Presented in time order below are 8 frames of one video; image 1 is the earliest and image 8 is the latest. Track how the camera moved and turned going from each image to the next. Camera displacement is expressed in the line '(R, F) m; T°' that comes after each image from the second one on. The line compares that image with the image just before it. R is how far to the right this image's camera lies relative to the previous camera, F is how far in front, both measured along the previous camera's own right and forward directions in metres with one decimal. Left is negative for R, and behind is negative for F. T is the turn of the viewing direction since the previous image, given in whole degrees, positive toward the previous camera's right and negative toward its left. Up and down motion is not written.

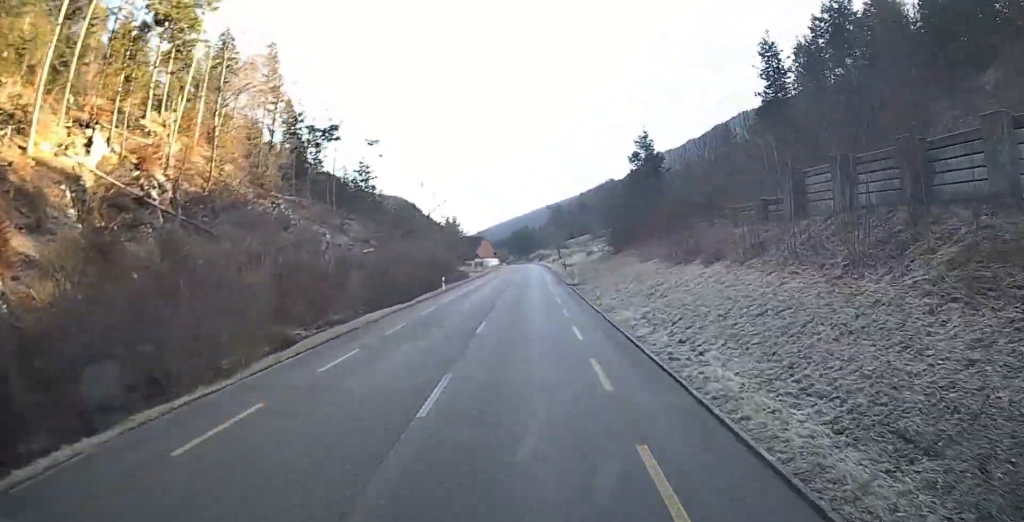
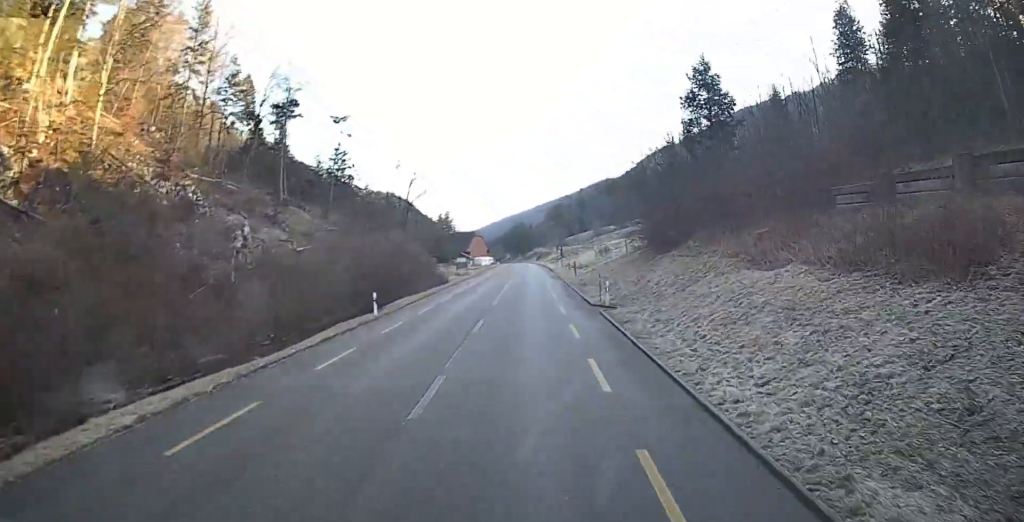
(0.0, +17.4) m; +2°
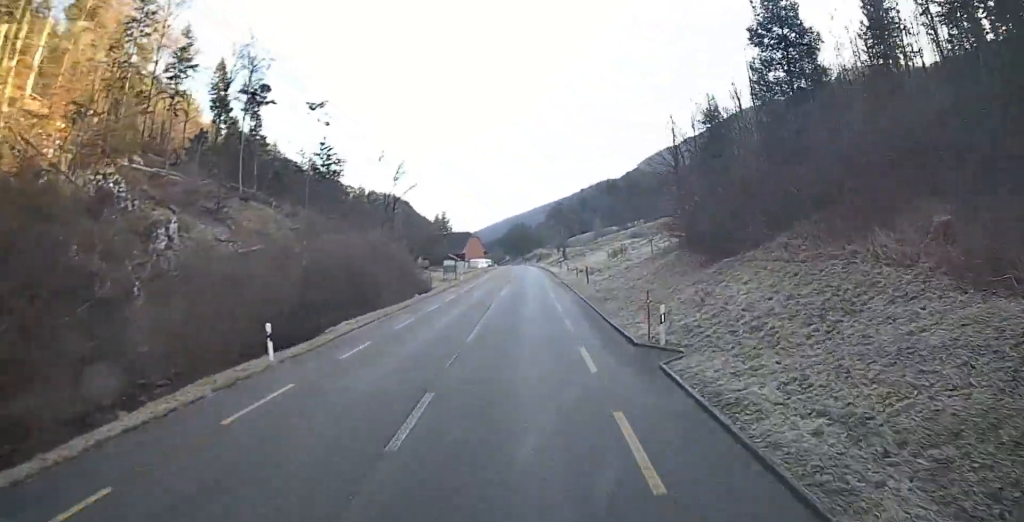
(+0.4, +9.9) m; +1°
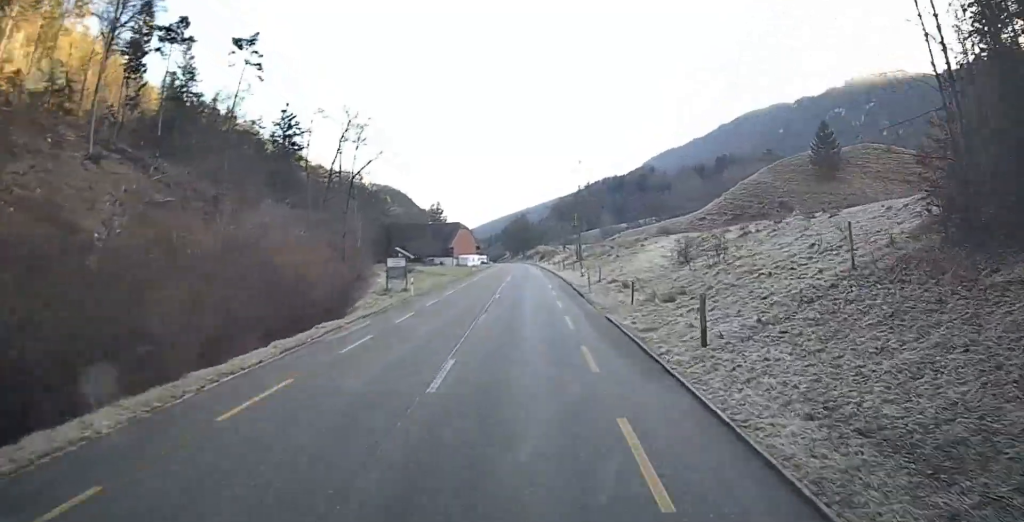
(-0.2, +23.7) m; -2°
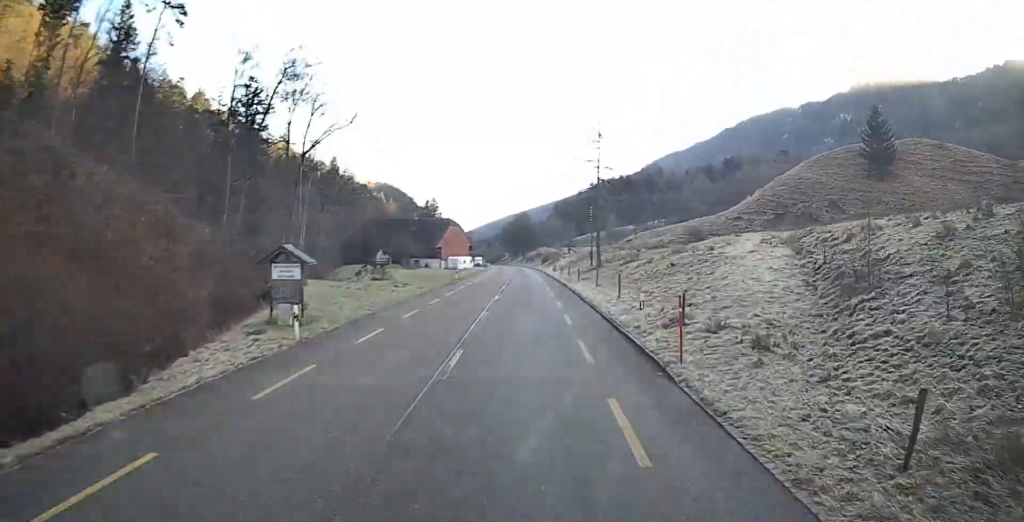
(-0.3, +16.8) m; 0°
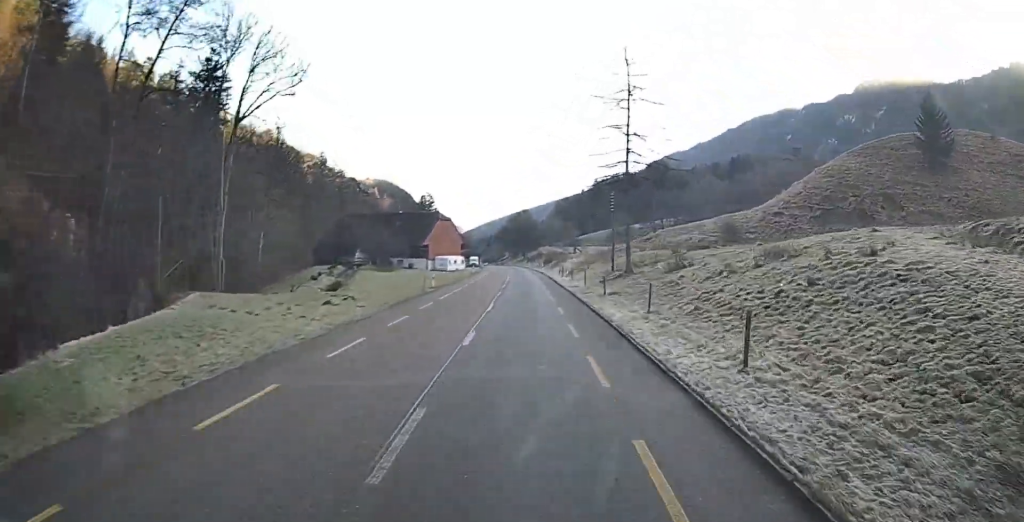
(+0.1, +14.0) m; 0°
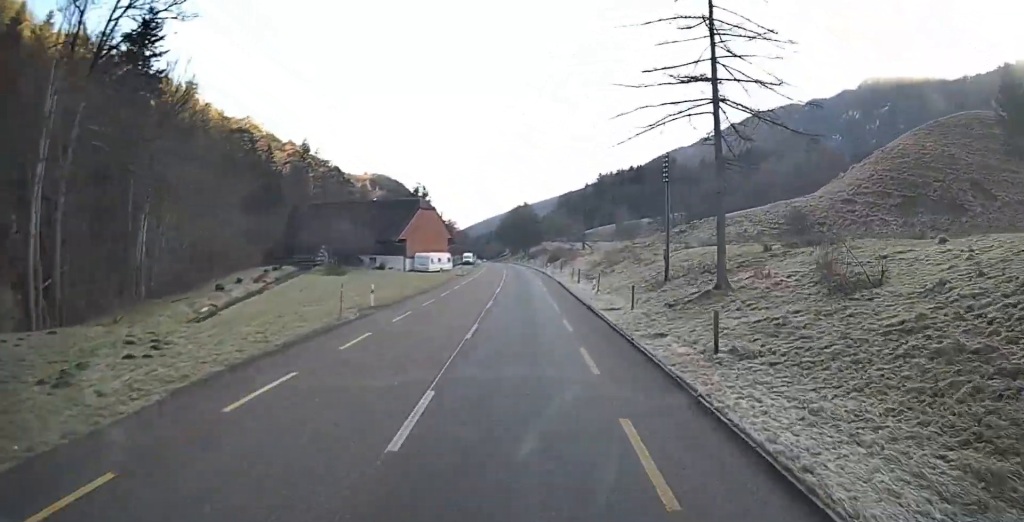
(+0.2, +16.8) m; 0°
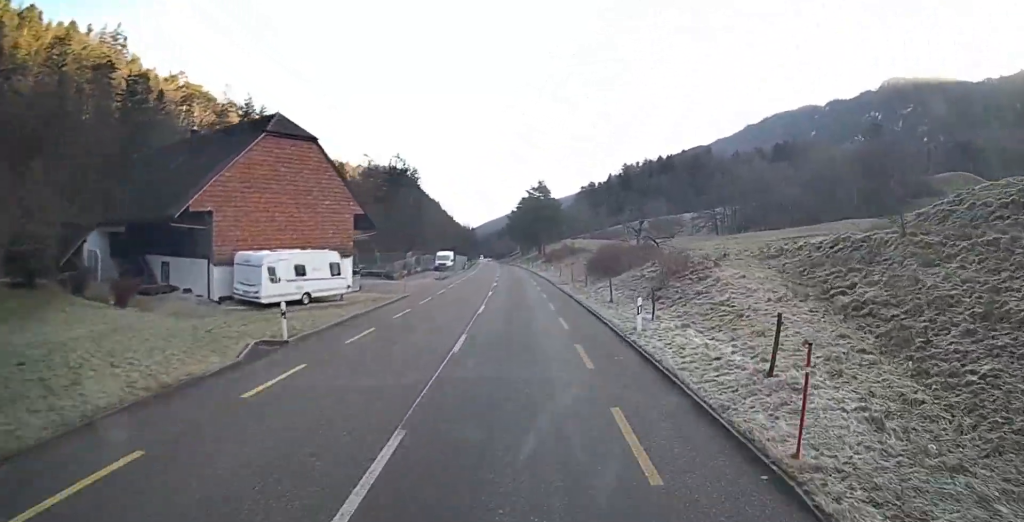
(-0.7, +46.8) m; -1°
